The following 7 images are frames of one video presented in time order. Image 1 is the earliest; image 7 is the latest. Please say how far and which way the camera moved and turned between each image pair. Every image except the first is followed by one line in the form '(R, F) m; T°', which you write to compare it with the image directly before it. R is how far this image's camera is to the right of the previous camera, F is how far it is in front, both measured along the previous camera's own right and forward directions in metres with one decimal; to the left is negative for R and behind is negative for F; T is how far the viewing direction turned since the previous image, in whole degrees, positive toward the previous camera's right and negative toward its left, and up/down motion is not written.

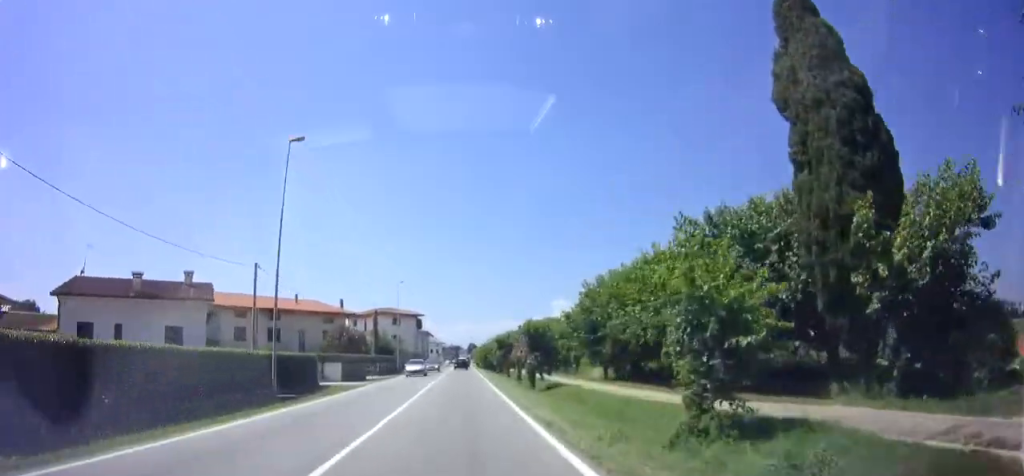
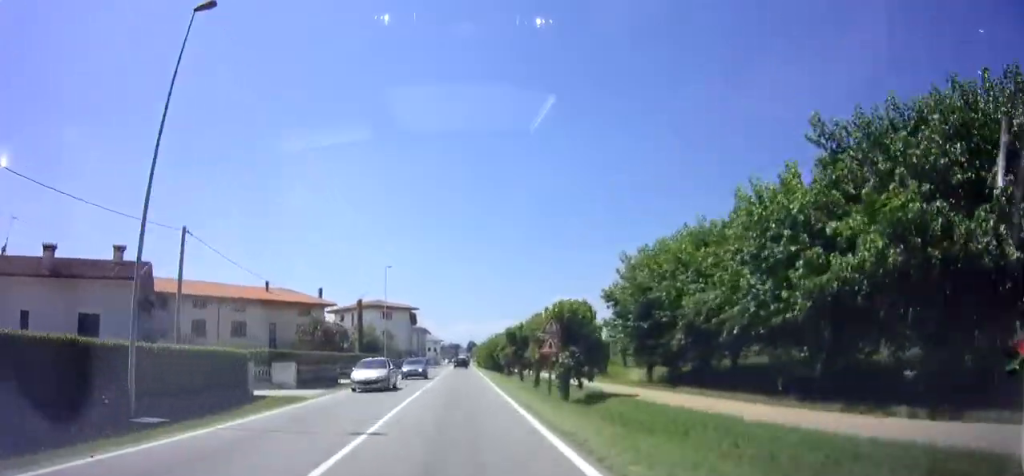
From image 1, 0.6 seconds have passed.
(+0.2, +9.9) m; 0°
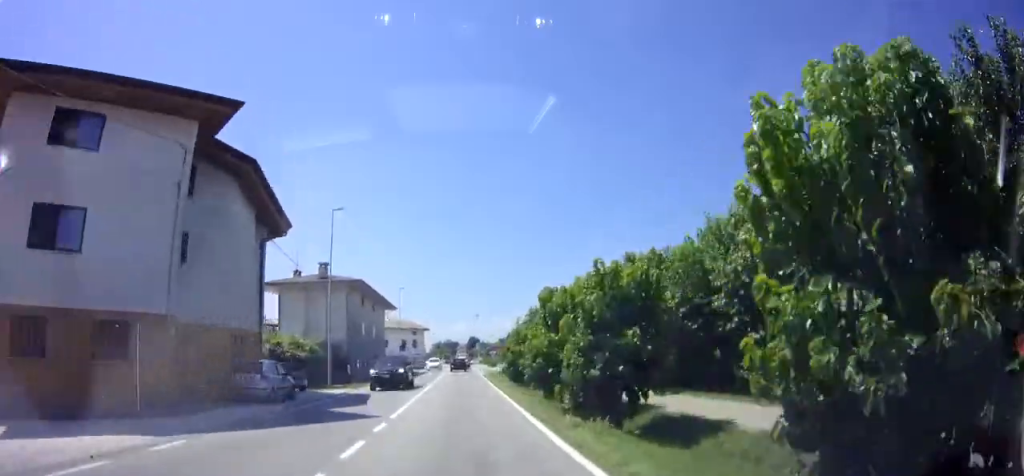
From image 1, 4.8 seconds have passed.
(-0.9, +65.2) m; -1°
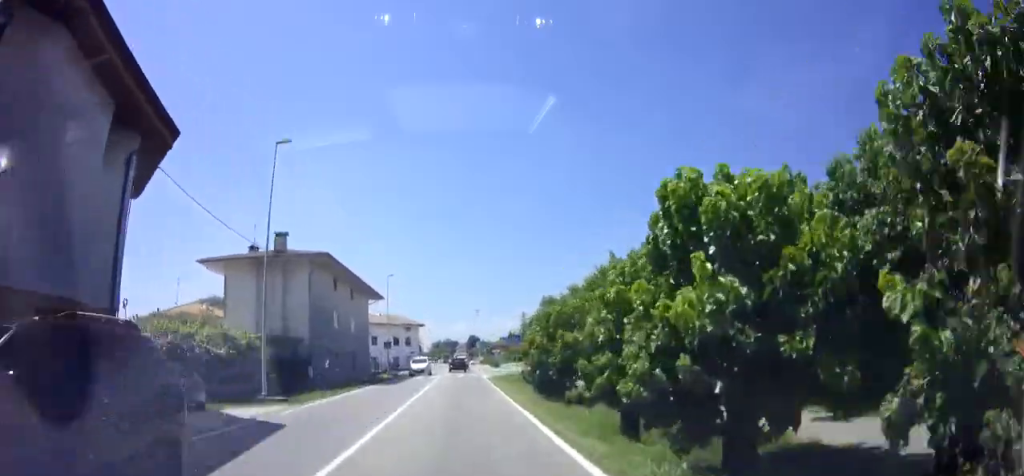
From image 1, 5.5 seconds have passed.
(+0.3, +10.4) m; 0°
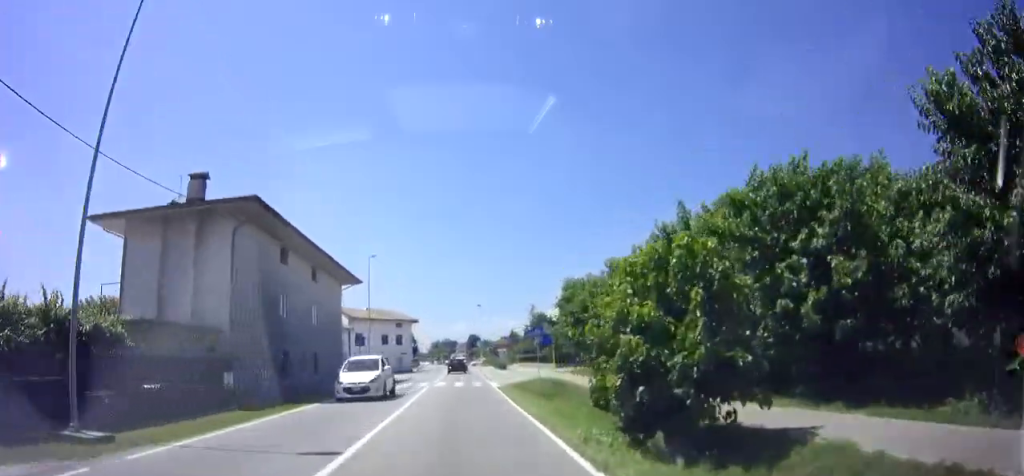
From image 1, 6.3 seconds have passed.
(-0.2, +11.8) m; 0°
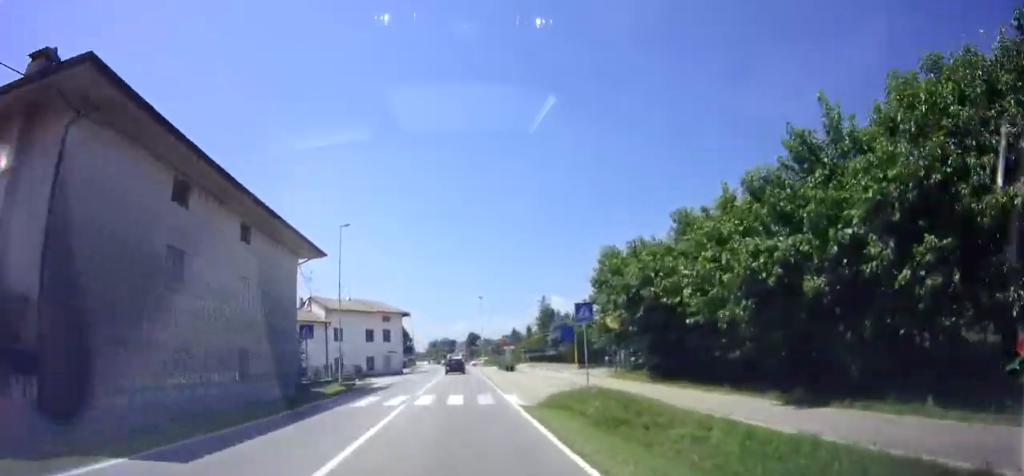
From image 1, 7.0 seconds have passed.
(+0.1, +10.9) m; +1°
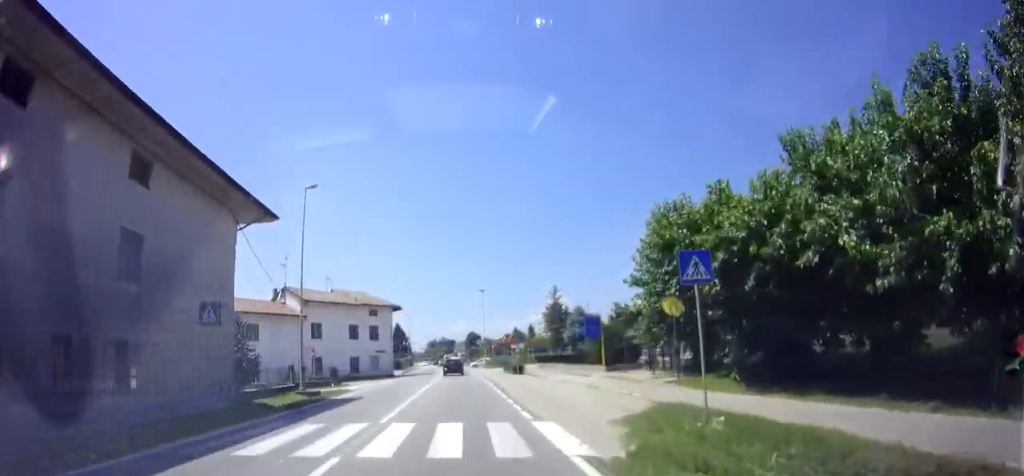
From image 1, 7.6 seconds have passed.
(+0.1, +8.5) m; +1°
